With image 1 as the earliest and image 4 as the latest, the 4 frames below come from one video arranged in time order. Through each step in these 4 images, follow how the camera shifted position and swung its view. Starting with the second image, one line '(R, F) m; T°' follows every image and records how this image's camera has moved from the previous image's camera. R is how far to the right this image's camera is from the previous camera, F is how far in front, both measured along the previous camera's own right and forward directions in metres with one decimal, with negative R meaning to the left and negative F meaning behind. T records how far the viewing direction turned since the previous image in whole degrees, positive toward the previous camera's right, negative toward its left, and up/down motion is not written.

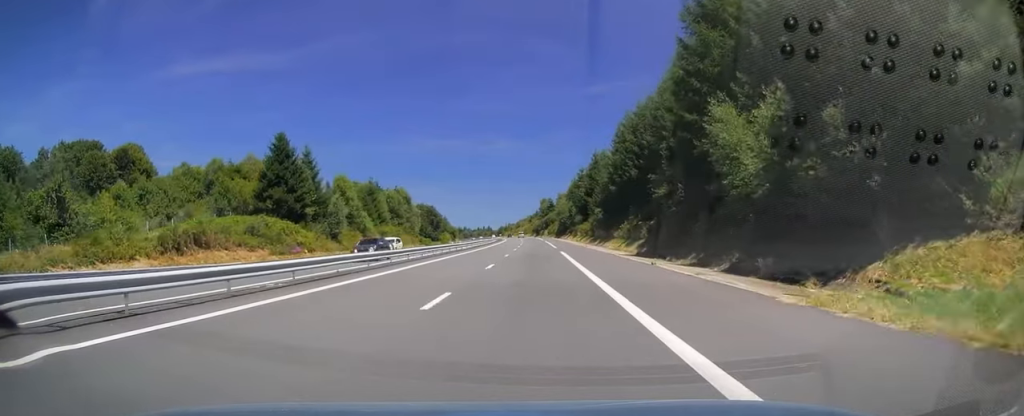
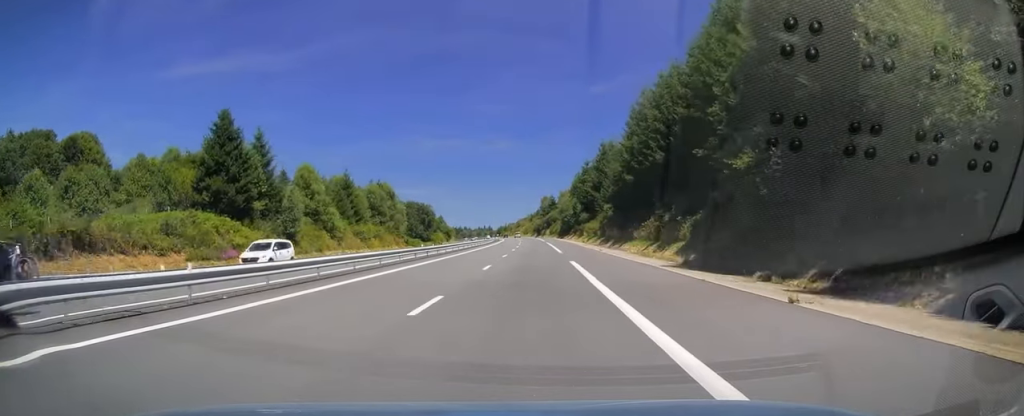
(0.0, +13.6) m; 0°
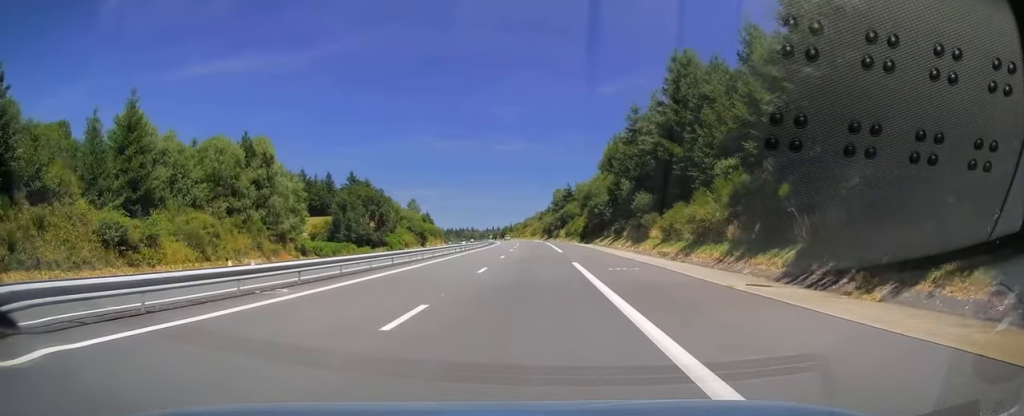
(-0.8, +53.7) m; -1°
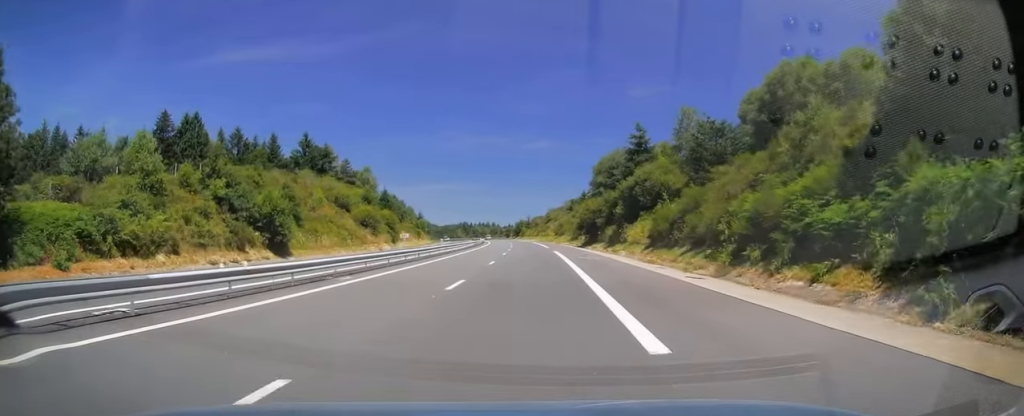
(-1.3, +84.7) m; -3°
